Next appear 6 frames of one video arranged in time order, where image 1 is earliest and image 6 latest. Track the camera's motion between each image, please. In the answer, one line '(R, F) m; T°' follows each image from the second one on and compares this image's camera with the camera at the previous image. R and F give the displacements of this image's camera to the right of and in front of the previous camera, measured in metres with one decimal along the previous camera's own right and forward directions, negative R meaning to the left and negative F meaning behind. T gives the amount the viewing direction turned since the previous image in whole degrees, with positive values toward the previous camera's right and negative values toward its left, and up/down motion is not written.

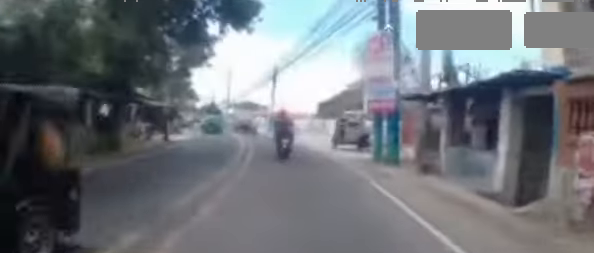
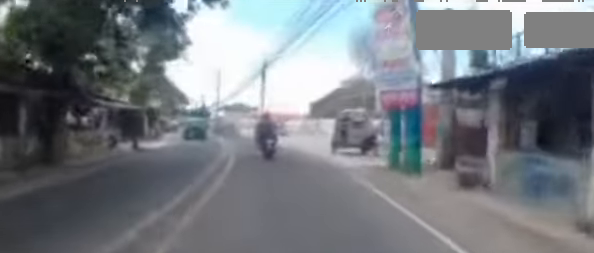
(+0.1, +2.3) m; -2°
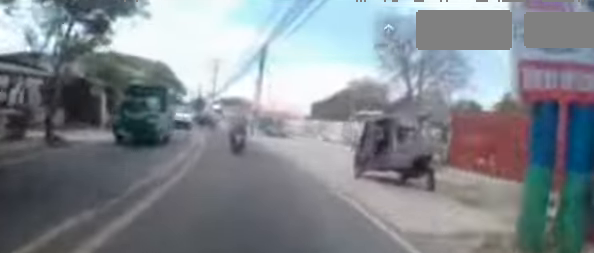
(-0.3, +5.0) m; -8°
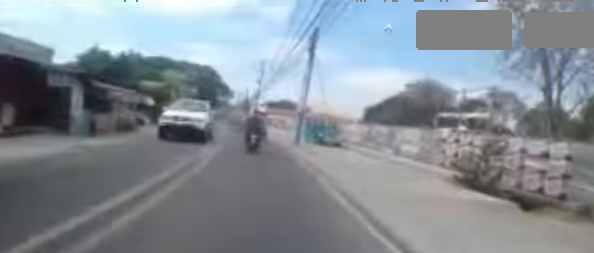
(-0.6, +6.0) m; -9°
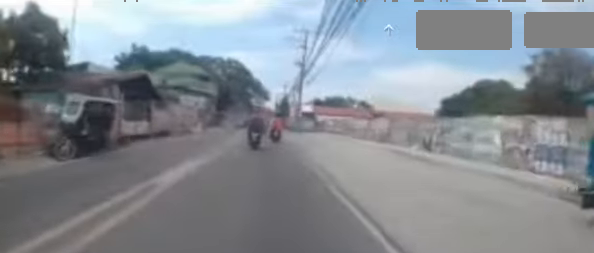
(-1.8, +21.7) m; -6°
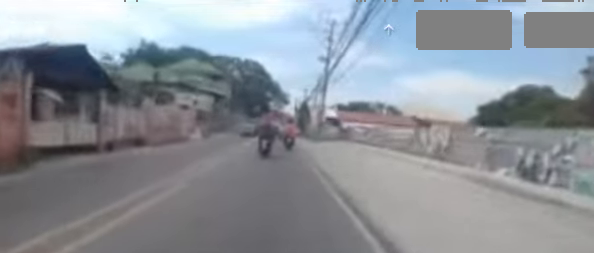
(-0.1, +6.2) m; -2°
